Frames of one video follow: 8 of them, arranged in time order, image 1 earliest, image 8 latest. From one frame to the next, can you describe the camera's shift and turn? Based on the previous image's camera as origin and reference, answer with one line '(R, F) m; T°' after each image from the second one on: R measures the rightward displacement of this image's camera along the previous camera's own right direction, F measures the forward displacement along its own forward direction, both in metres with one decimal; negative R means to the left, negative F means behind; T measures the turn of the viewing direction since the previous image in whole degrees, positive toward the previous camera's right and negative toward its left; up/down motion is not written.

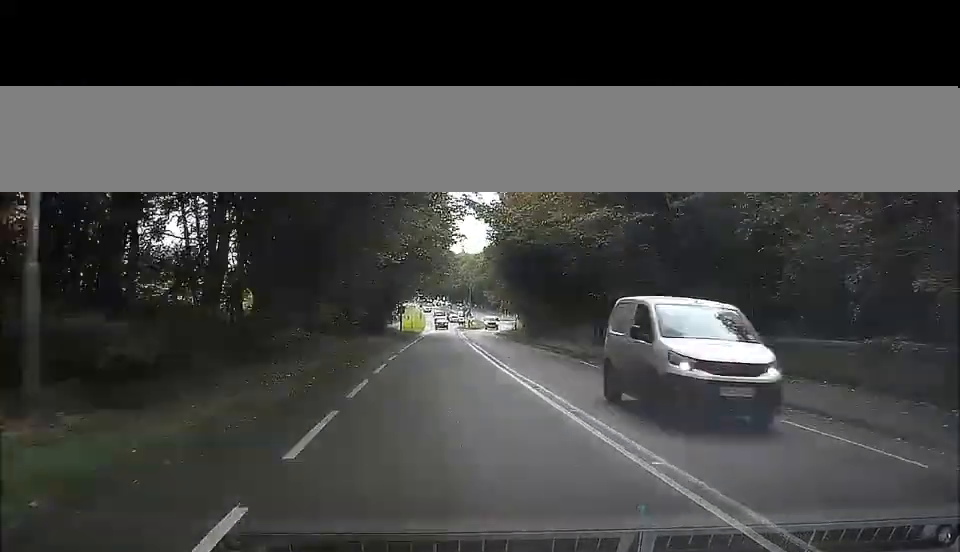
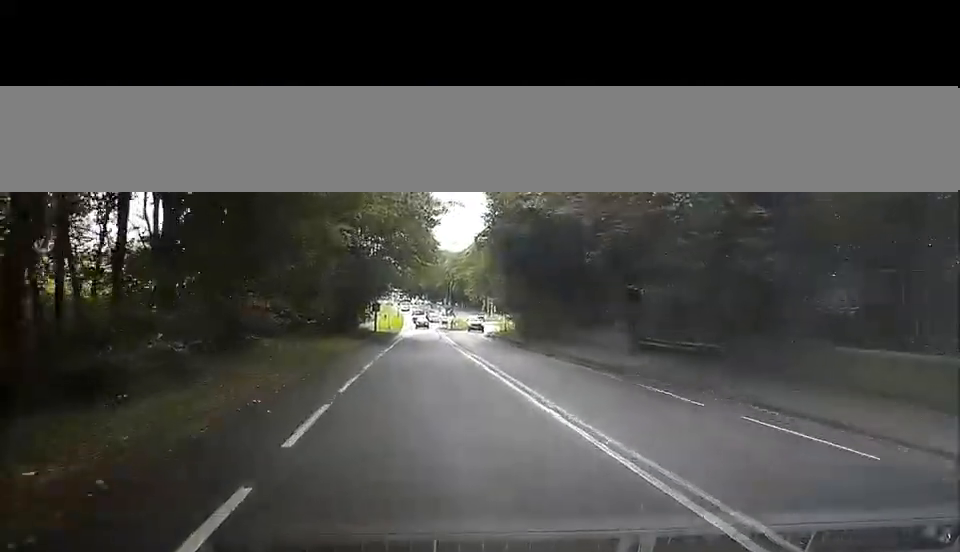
(+0.2, +11.5) m; +1°
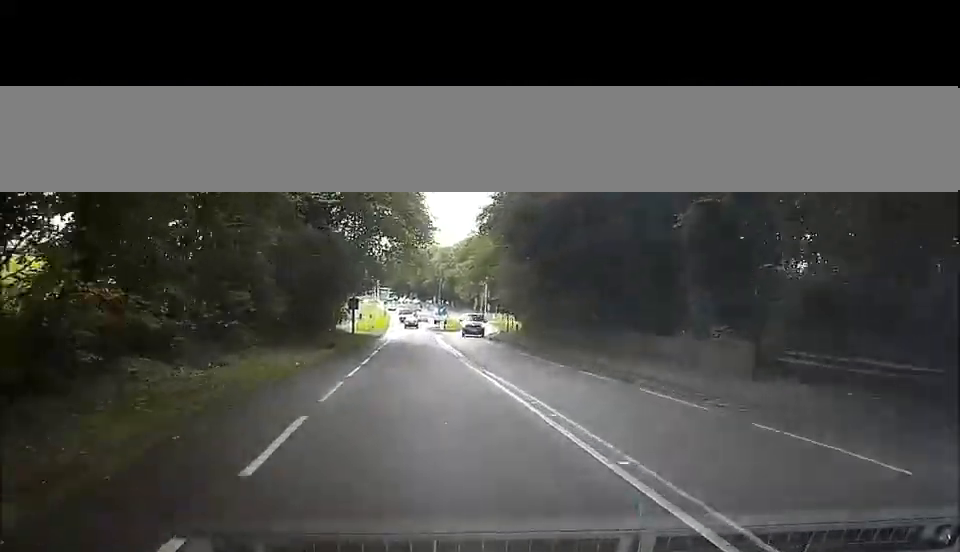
(+0.2, +13.6) m; +1°
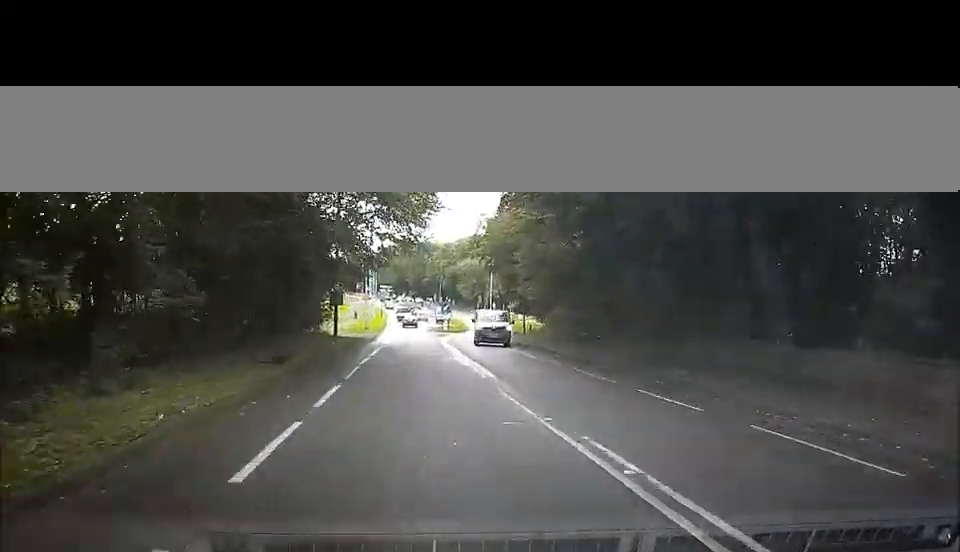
(-0.1, +12.3) m; +1°
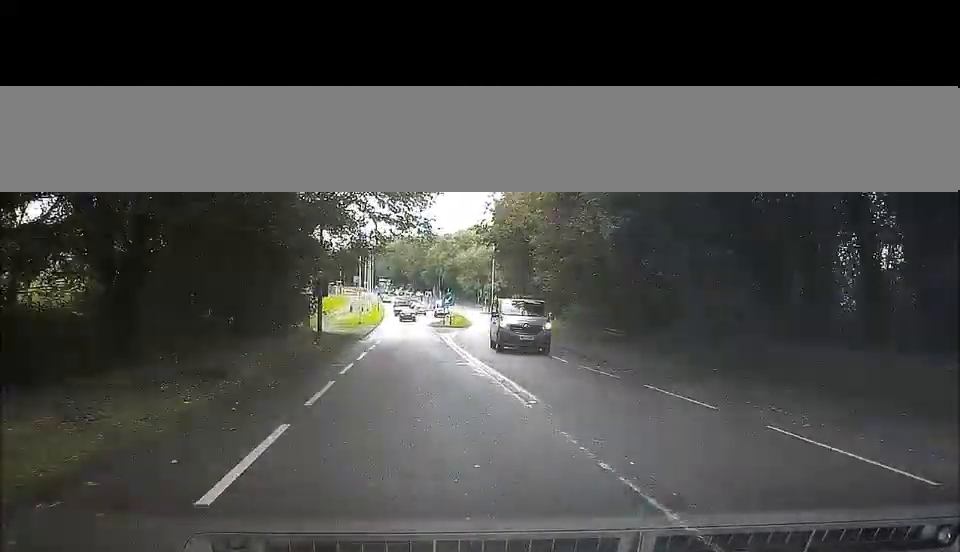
(+0.1, +6.7) m; 0°
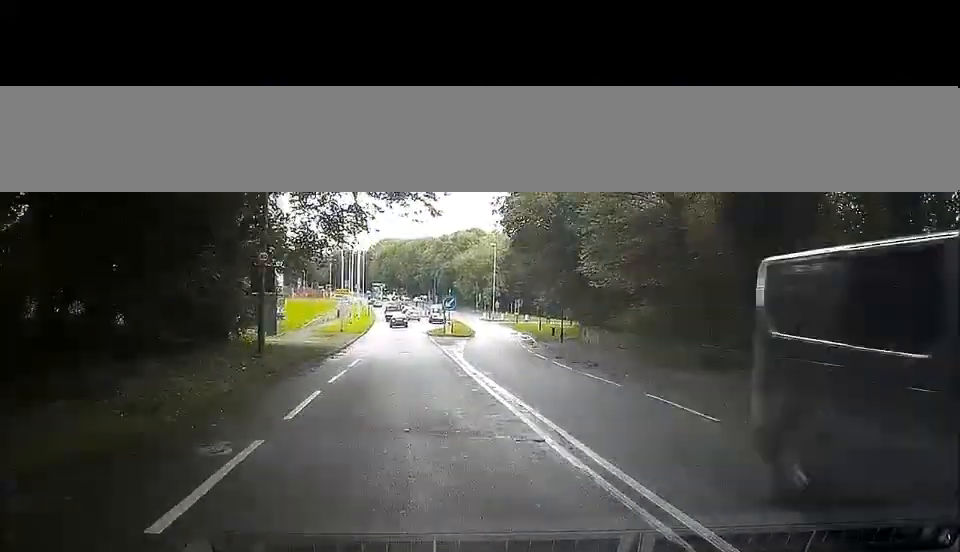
(+0.1, +12.8) m; +1°
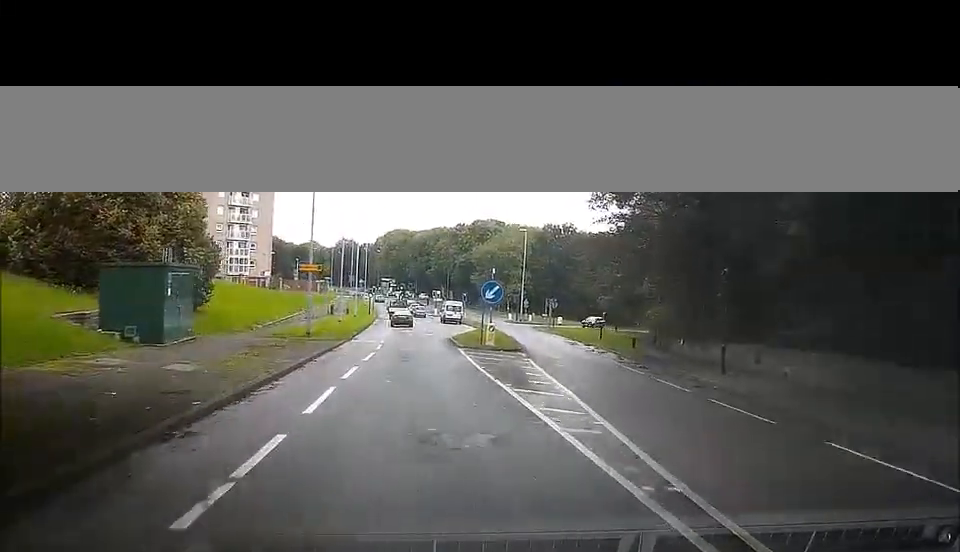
(+0.3, +24.3) m; 0°
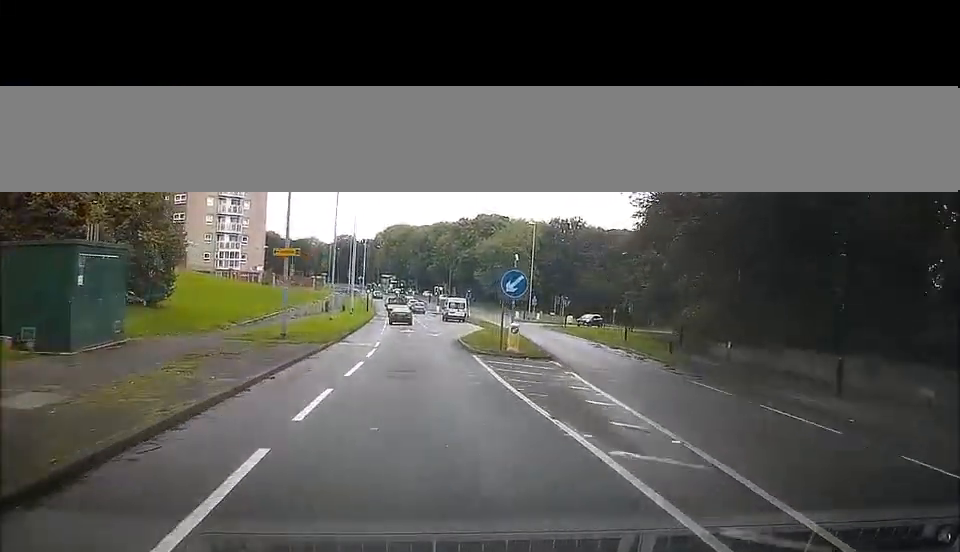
(-0.2, +7.0) m; +1°
